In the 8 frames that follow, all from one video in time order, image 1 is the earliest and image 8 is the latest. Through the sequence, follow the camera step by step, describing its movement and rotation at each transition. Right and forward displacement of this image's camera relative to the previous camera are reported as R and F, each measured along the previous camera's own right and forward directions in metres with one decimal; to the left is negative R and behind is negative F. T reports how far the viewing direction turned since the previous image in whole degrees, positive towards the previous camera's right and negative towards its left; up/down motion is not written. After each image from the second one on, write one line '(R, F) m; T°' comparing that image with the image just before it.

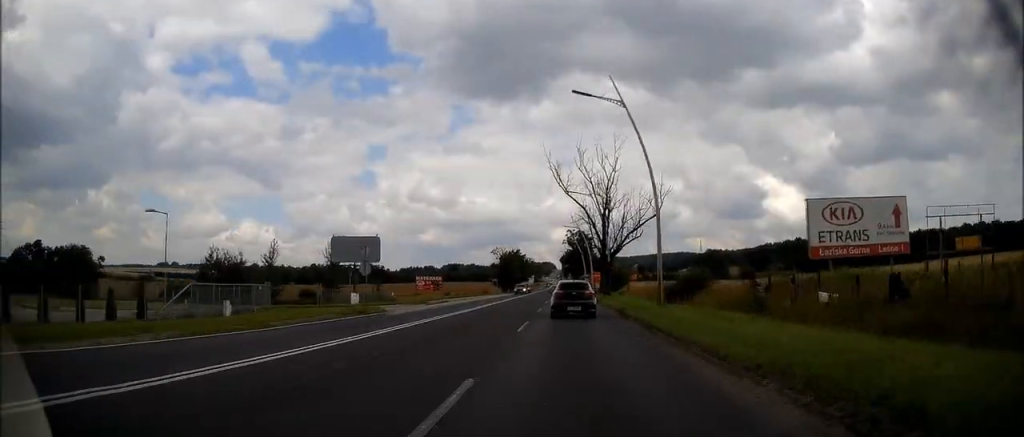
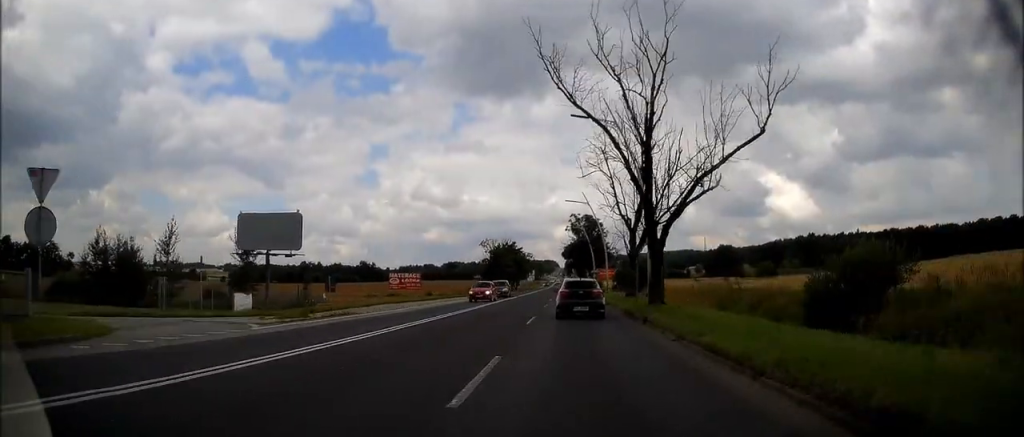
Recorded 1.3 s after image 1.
(+0.2, +22.6) m; +1°
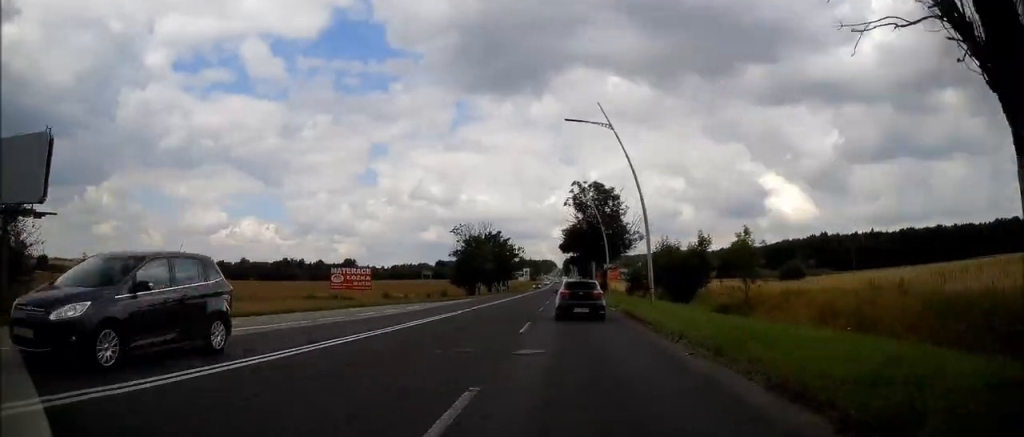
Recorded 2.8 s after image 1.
(-0.2, +28.0) m; -1°
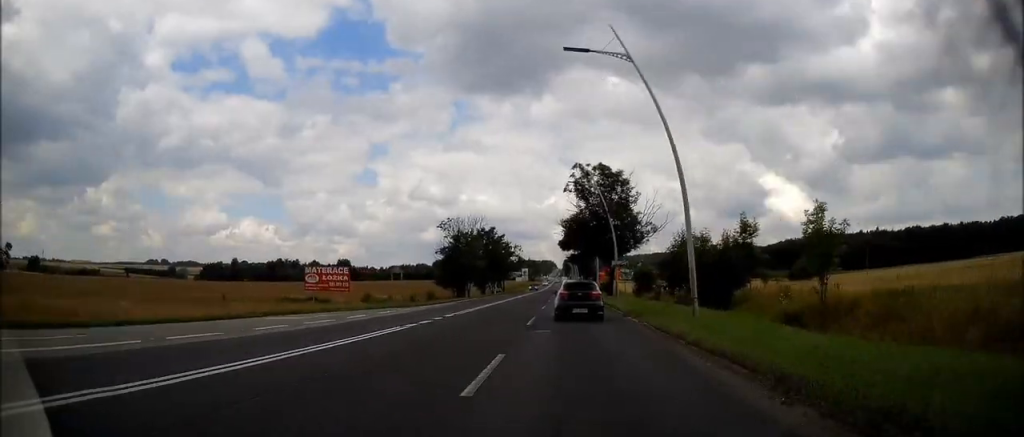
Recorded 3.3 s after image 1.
(0.0, +8.9) m; 0°
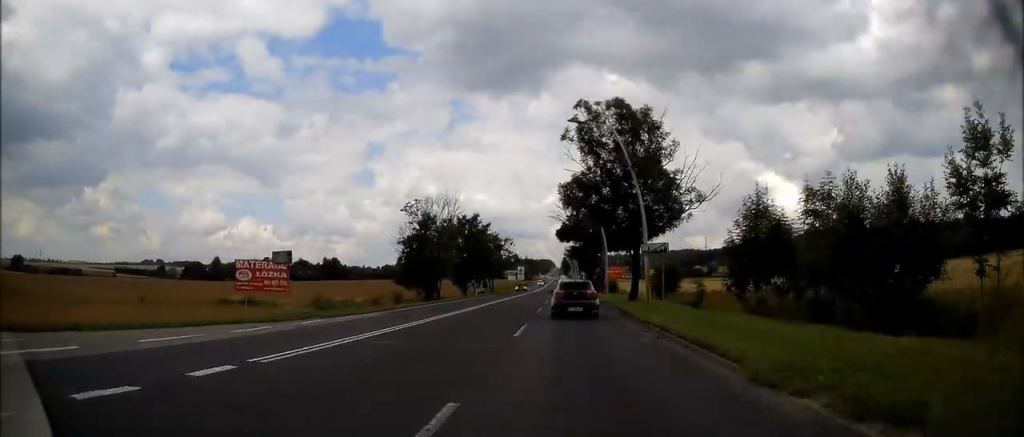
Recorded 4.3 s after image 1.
(0.0, +17.1) m; 0°
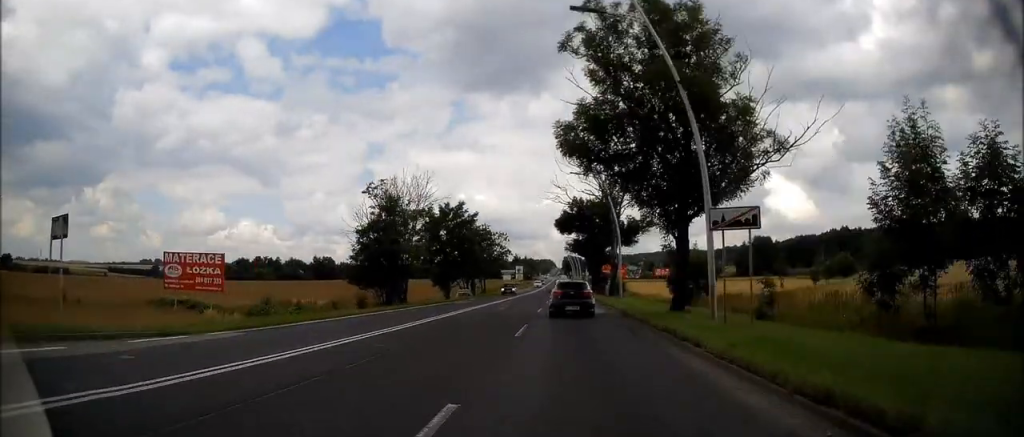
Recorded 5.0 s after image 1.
(0.0, +12.4) m; 0°
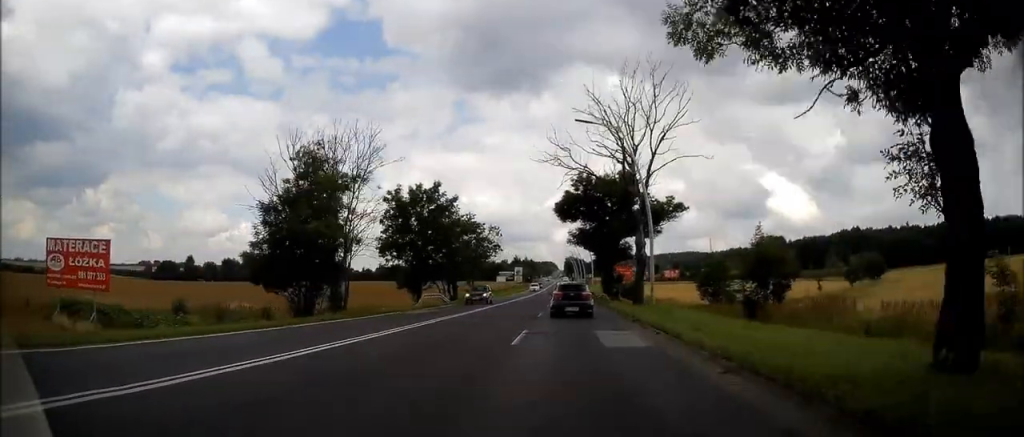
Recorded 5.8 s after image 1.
(0.0, +14.2) m; 0°
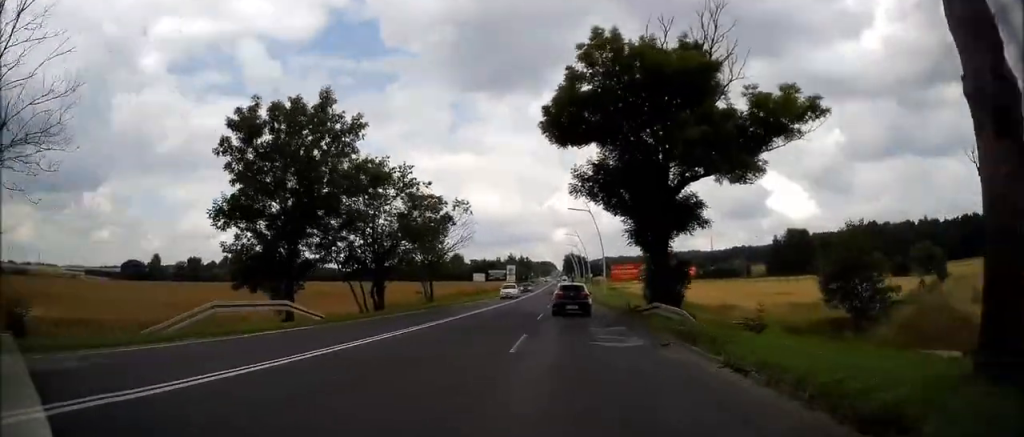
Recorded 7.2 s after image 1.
(-0.2, +26.2) m; 0°
